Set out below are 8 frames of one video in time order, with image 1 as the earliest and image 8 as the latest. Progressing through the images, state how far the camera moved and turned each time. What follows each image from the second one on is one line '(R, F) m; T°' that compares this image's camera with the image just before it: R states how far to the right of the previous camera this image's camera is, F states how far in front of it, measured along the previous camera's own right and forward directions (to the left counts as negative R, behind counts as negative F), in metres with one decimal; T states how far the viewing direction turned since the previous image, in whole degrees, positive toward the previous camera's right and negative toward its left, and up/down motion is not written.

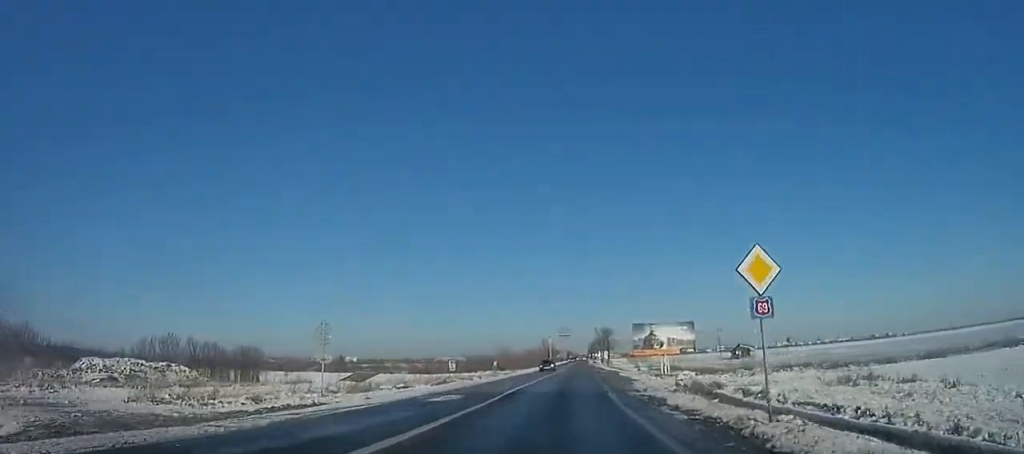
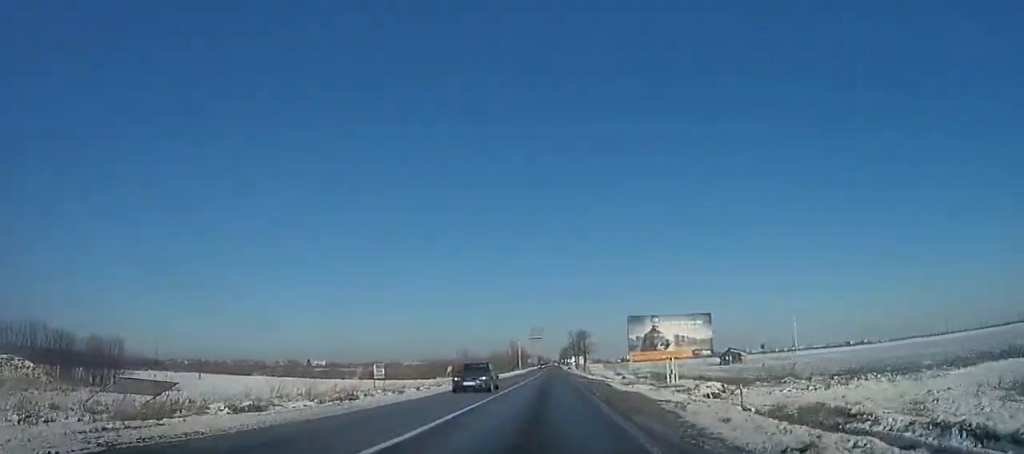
(+0.5, +12.4) m; +4°
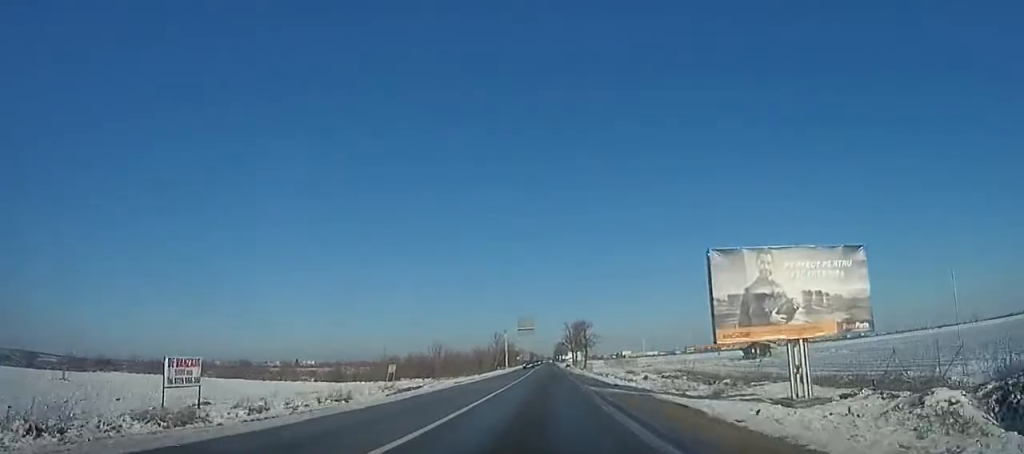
(+0.8, +19.0) m; +2°
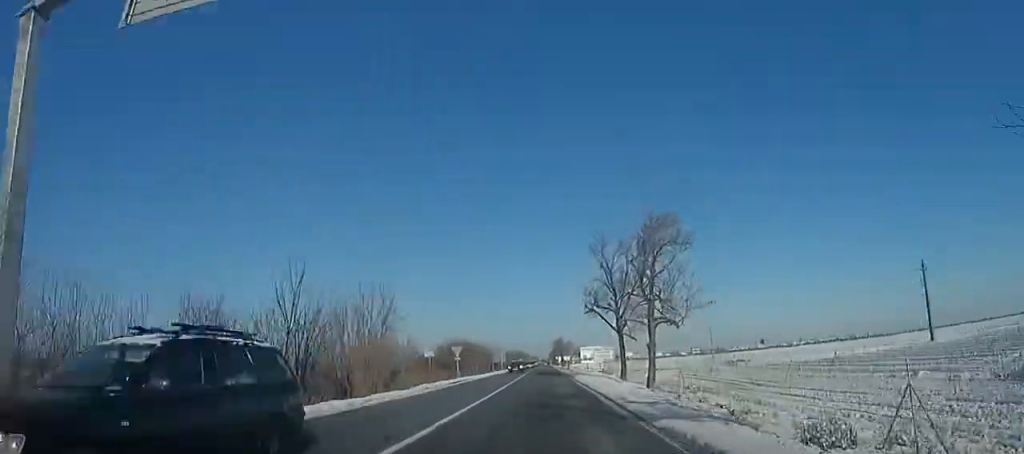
(+2.2, +86.6) m; +1°
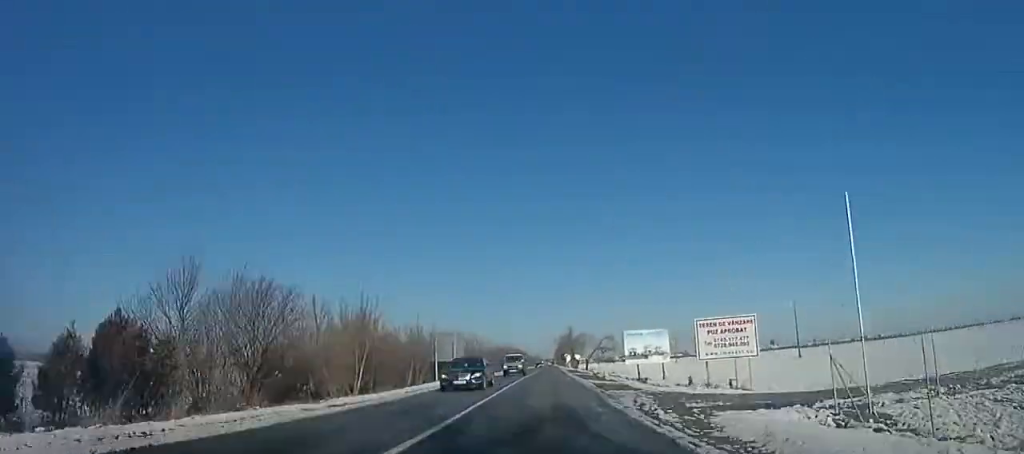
(-0.8, +49.1) m; -1°
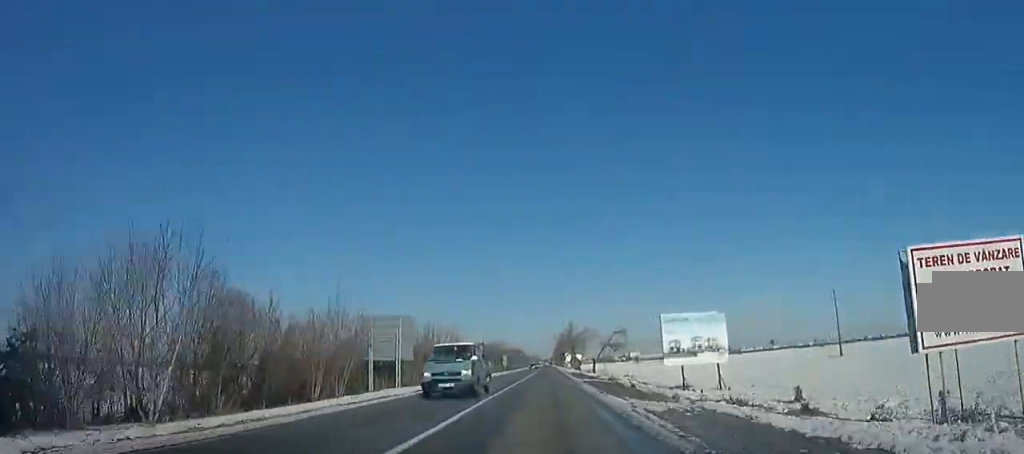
(0.0, +15.5) m; 0°
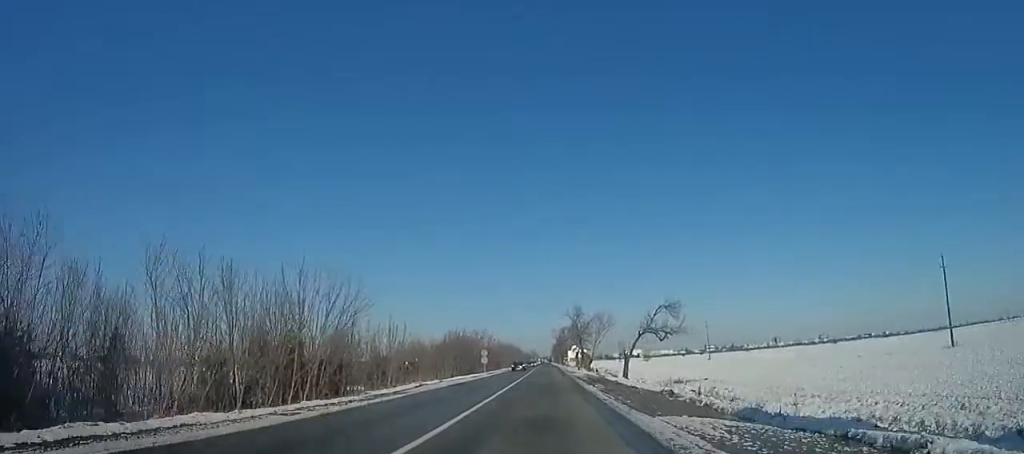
(0.0, +27.5) m; +1°
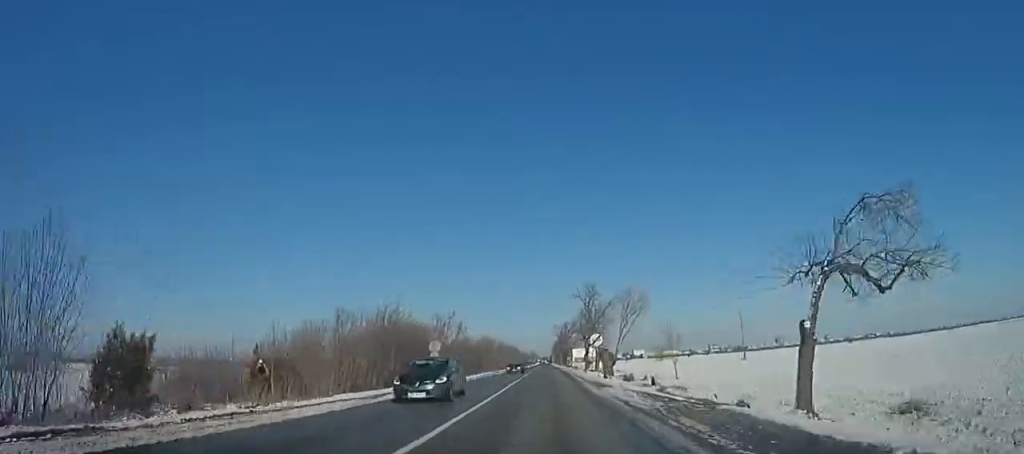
(+0.1, +26.8) m; 0°
